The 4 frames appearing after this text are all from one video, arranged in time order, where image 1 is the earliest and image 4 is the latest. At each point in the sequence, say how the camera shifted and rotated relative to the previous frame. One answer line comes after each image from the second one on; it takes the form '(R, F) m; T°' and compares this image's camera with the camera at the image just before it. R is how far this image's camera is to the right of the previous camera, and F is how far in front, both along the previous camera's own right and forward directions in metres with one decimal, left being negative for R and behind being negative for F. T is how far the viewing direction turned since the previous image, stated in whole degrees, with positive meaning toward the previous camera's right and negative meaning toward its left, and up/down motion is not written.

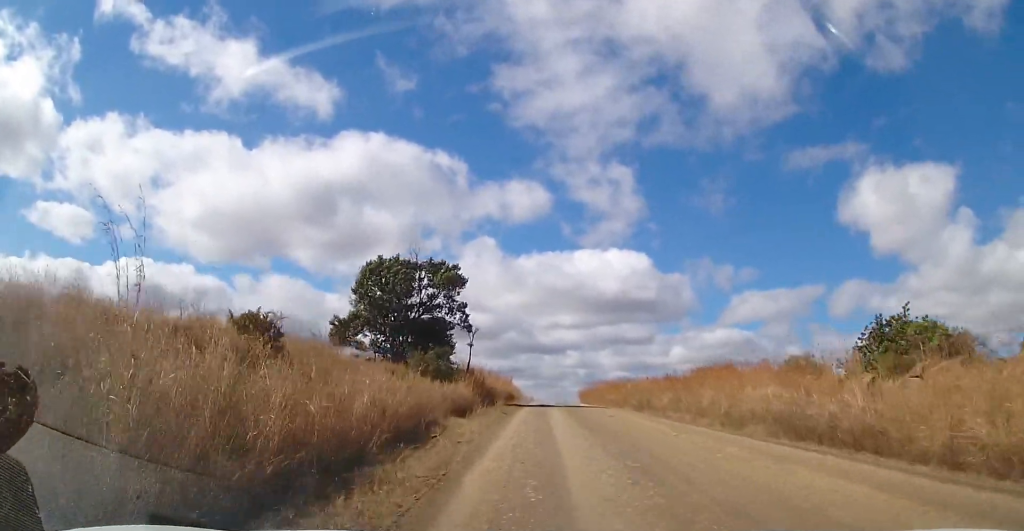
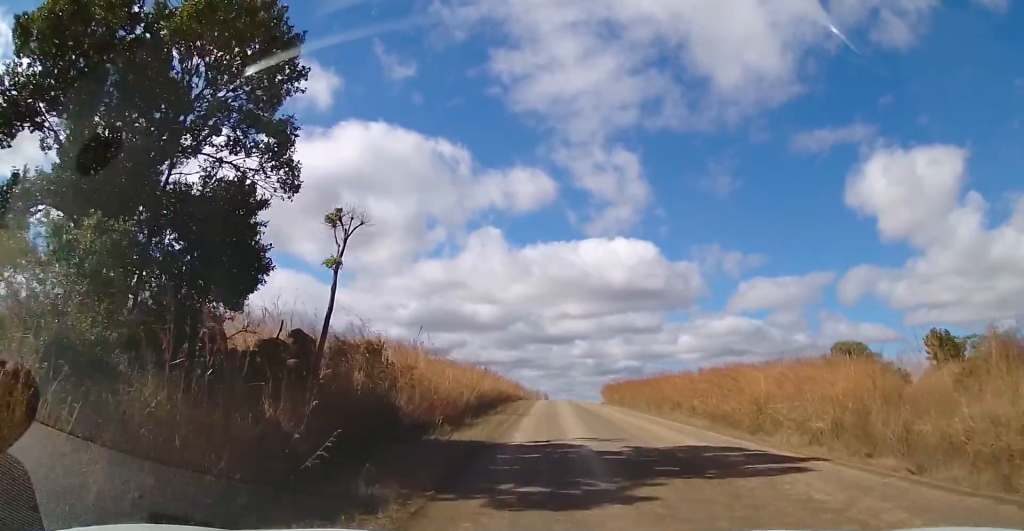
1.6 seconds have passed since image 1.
(-0.3, +27.1) m; -2°
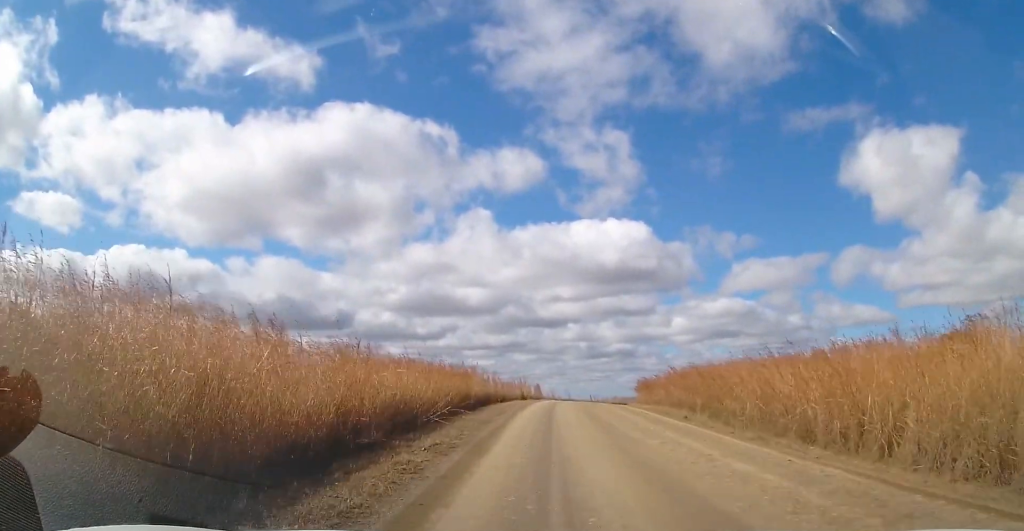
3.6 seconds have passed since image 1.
(+0.1, +36.3) m; 0°
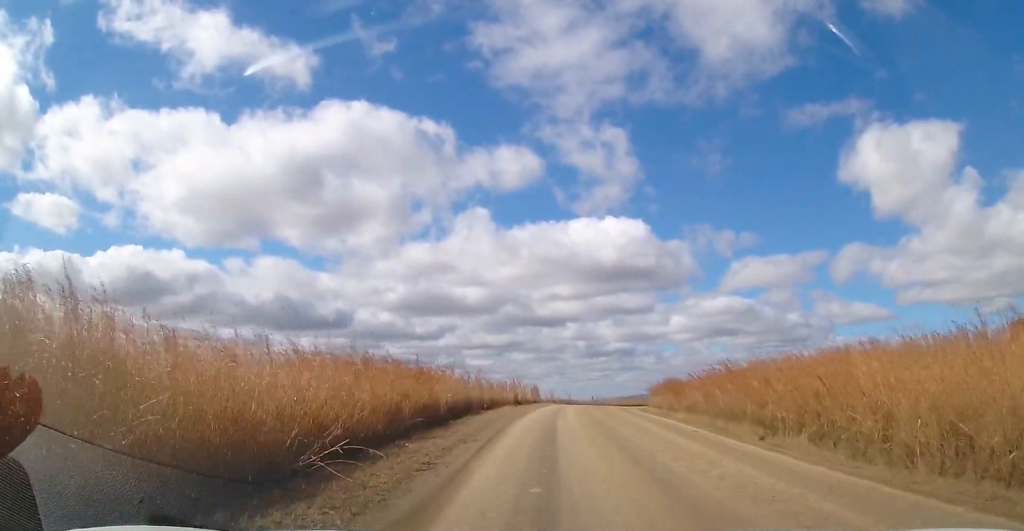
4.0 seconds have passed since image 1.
(0.0, +8.8) m; +1°
